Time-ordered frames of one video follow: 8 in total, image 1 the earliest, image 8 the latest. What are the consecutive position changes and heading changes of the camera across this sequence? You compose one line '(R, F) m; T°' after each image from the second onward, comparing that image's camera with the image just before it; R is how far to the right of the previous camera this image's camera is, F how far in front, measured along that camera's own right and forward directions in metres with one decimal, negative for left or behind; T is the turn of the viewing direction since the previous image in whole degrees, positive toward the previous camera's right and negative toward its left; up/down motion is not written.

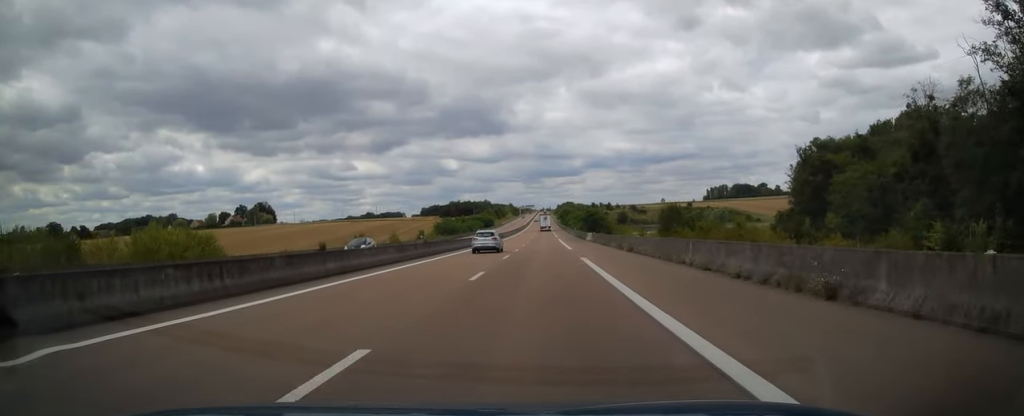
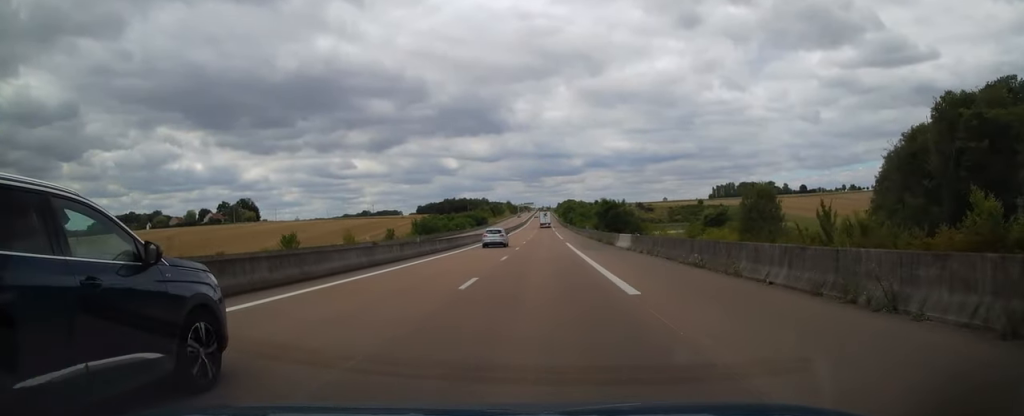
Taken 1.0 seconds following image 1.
(+0.1, +28.4) m; 0°
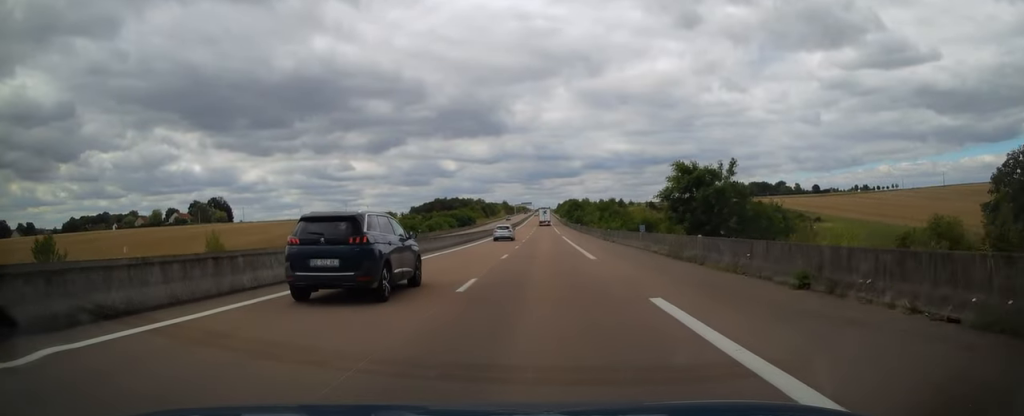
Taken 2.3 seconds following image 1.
(0.0, +40.1) m; 0°
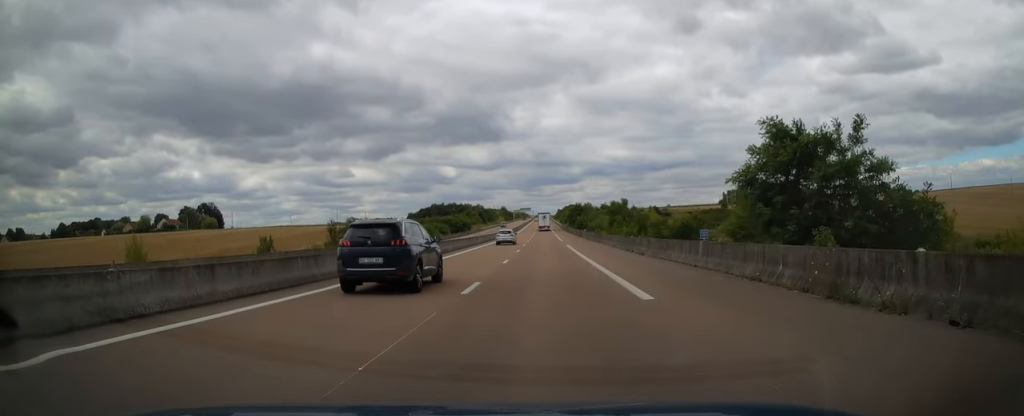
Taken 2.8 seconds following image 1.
(0.0, +12.2) m; 0°
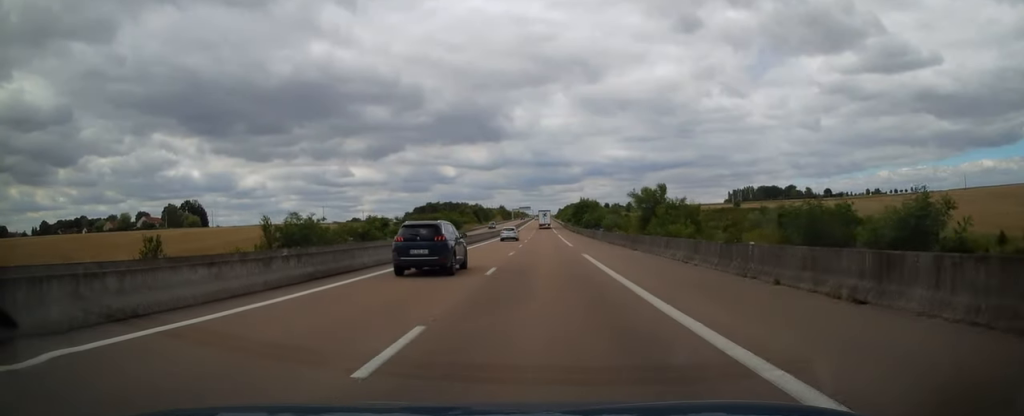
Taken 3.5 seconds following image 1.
(0.0, +20.5) m; 0°
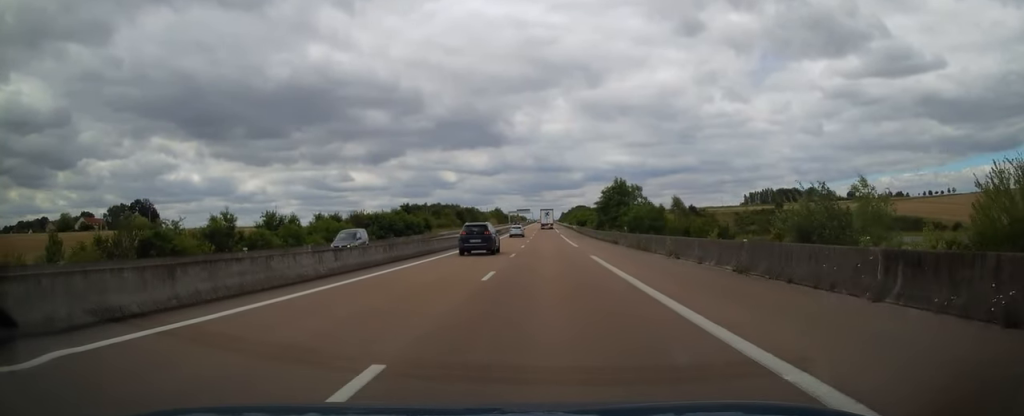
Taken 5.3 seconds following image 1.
(+0.1, +53.9) m; 0°
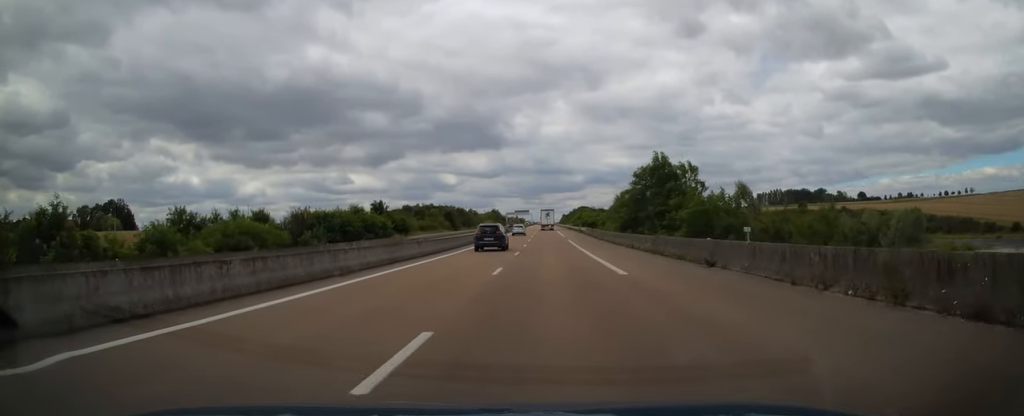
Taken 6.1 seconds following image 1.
(0.0, +23.8) m; 0°
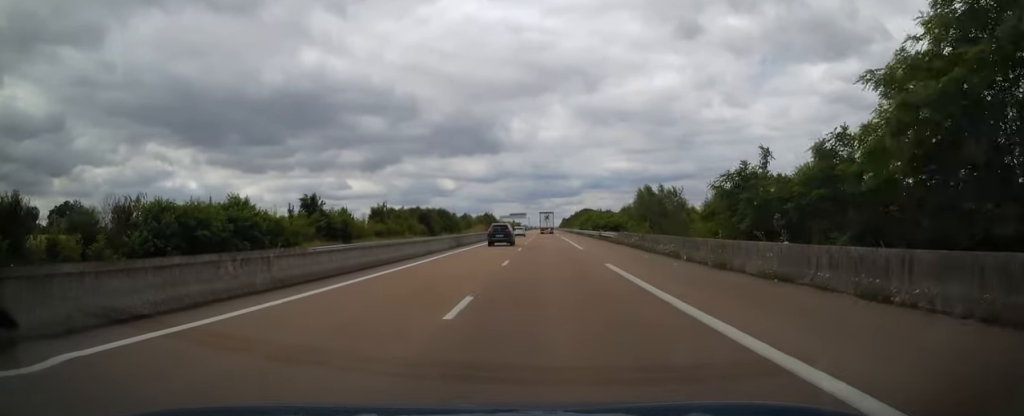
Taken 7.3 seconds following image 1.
(0.0, +34.4) m; 0°
